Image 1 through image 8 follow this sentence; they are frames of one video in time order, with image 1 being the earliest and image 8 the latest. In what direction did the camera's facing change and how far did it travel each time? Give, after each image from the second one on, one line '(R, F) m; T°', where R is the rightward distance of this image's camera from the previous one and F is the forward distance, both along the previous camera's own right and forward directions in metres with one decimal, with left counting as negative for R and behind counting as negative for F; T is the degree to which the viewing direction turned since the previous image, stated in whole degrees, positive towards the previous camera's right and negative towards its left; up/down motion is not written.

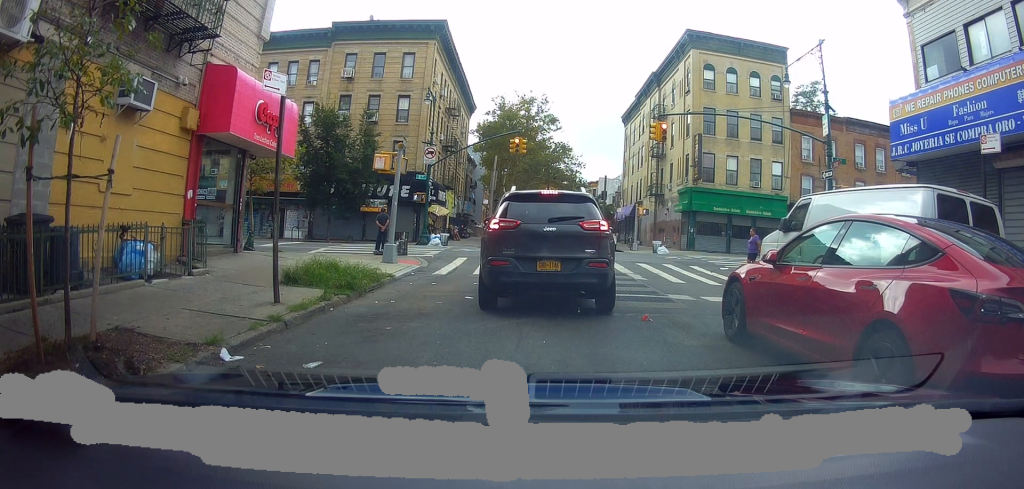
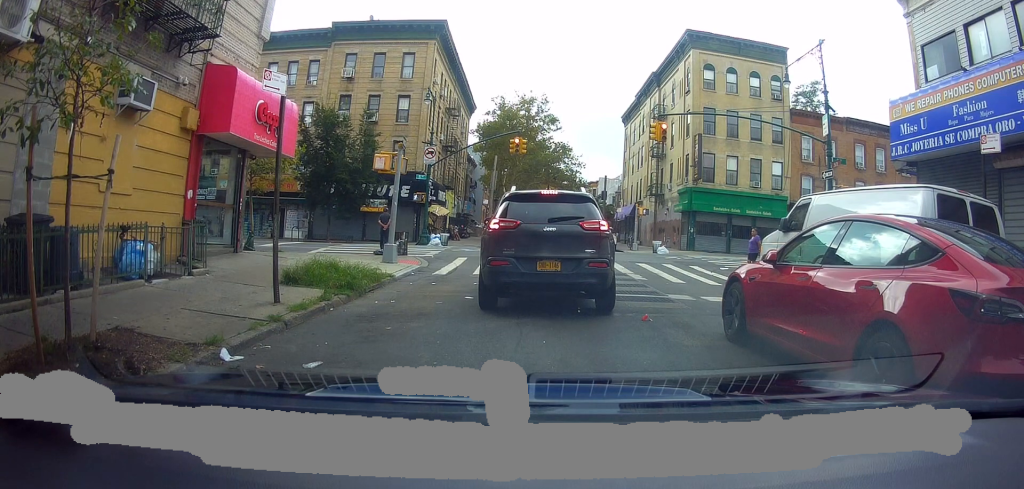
(0.0, 0.0) m; 0°
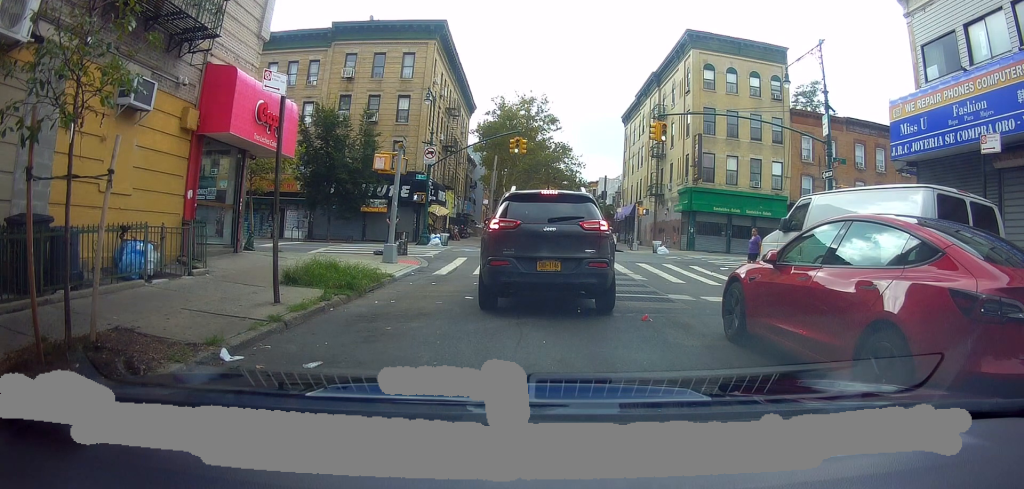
(0.0, 0.0) m; 0°
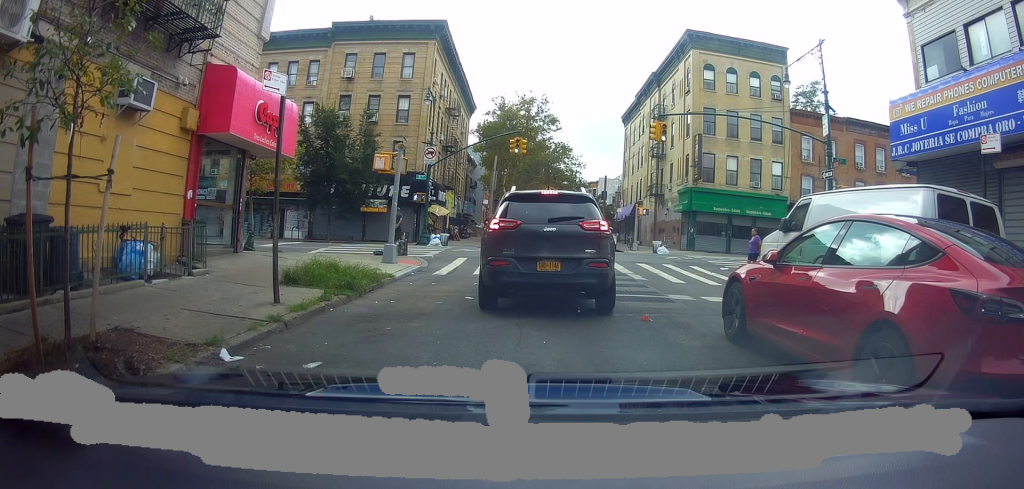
(0.0, 0.0) m; 0°
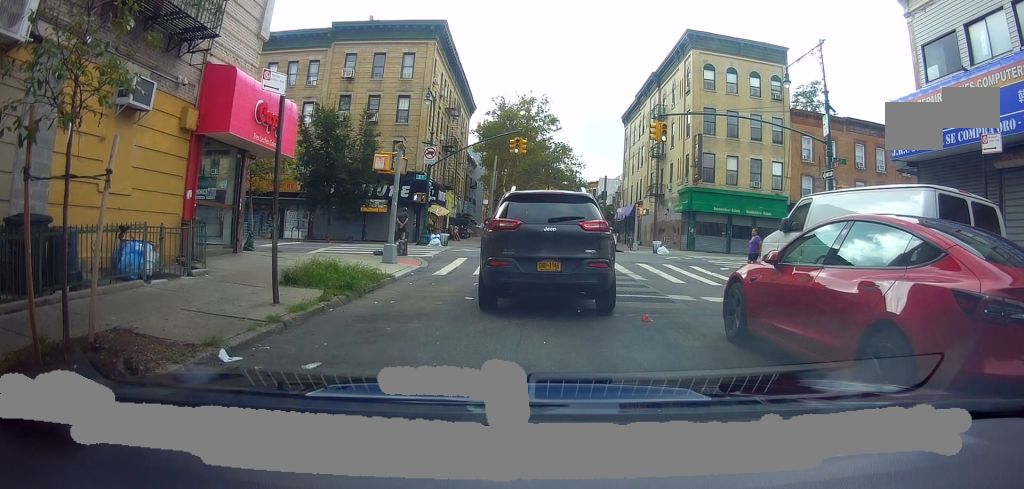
(0.0, 0.0) m; 0°
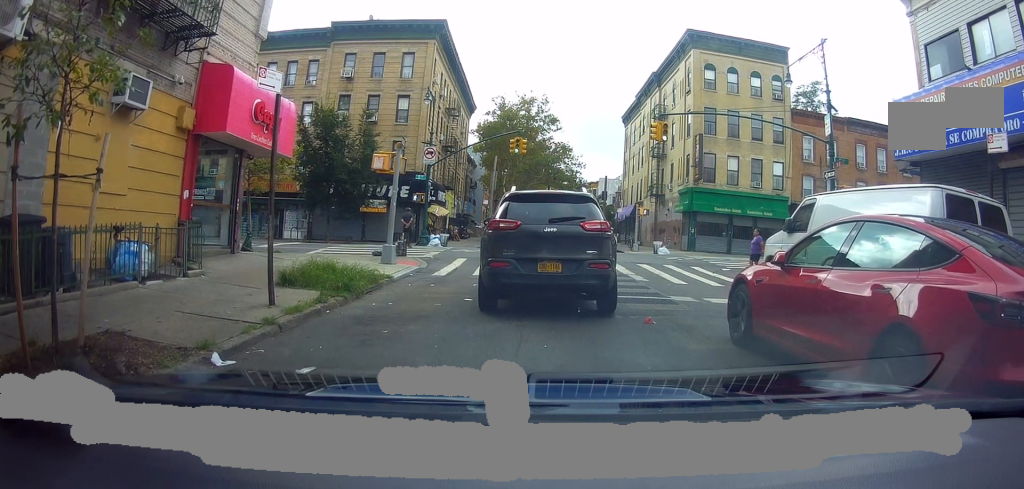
(0.0, 0.0) m; 0°
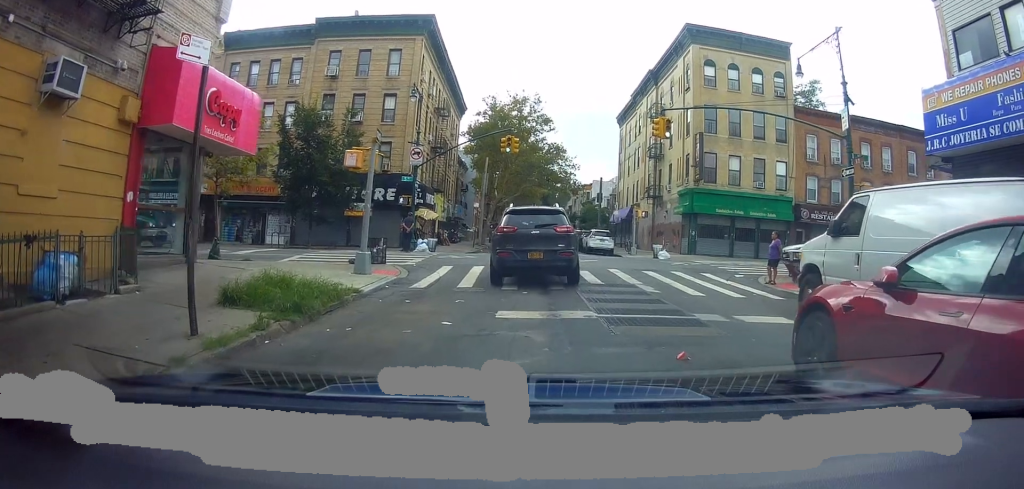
(-0.4, +1.2) m; -1°
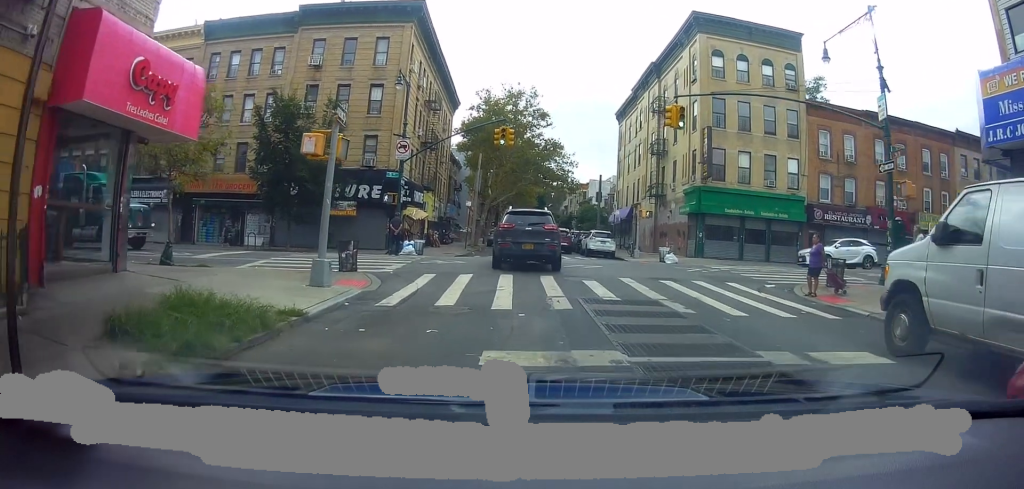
(0.0, +2.2) m; +2°
